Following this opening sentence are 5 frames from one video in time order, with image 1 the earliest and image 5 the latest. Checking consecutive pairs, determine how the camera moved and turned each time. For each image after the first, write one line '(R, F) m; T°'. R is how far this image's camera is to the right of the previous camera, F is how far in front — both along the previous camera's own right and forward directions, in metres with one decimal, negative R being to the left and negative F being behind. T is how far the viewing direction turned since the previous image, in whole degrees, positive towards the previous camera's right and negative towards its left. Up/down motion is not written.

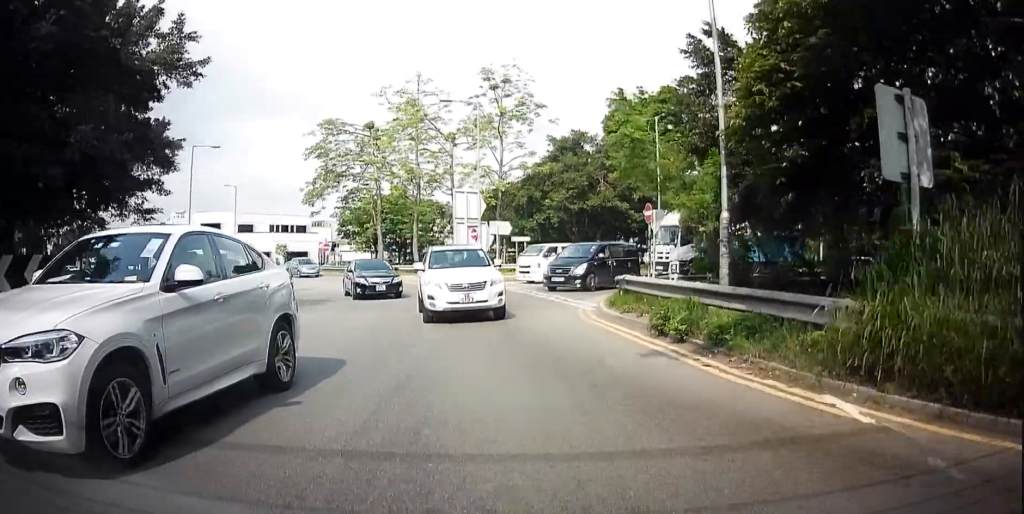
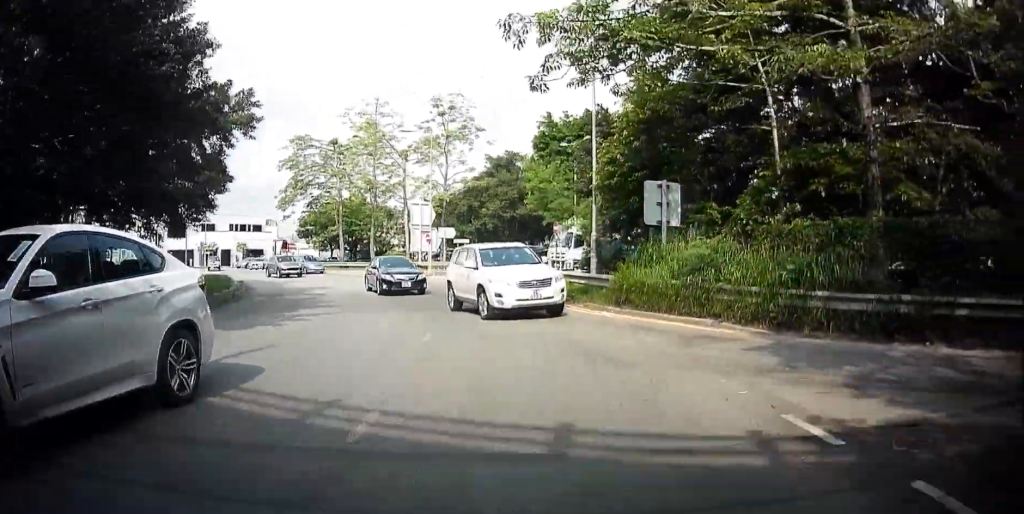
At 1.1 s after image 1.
(-0.2, +9.6) m; 0°
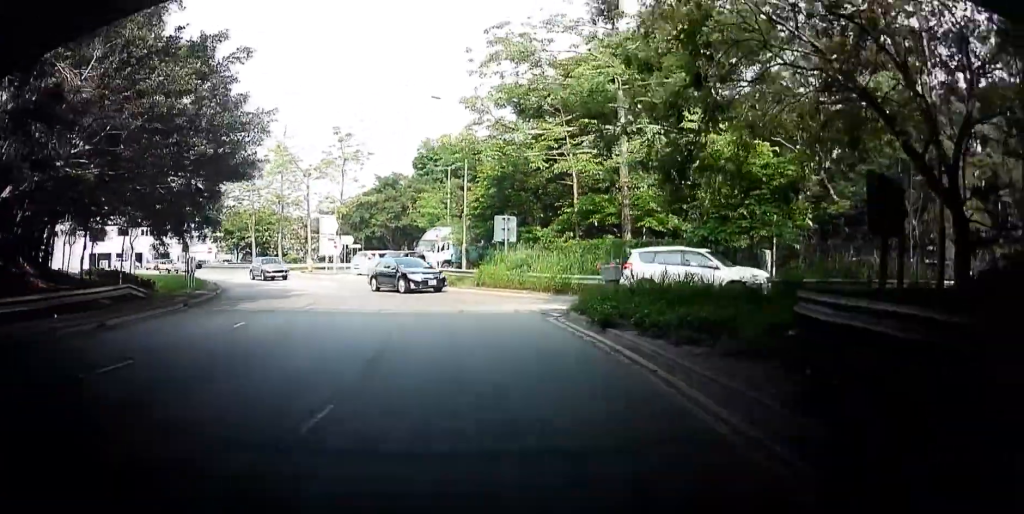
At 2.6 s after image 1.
(+0.7, +12.0) m; +10°
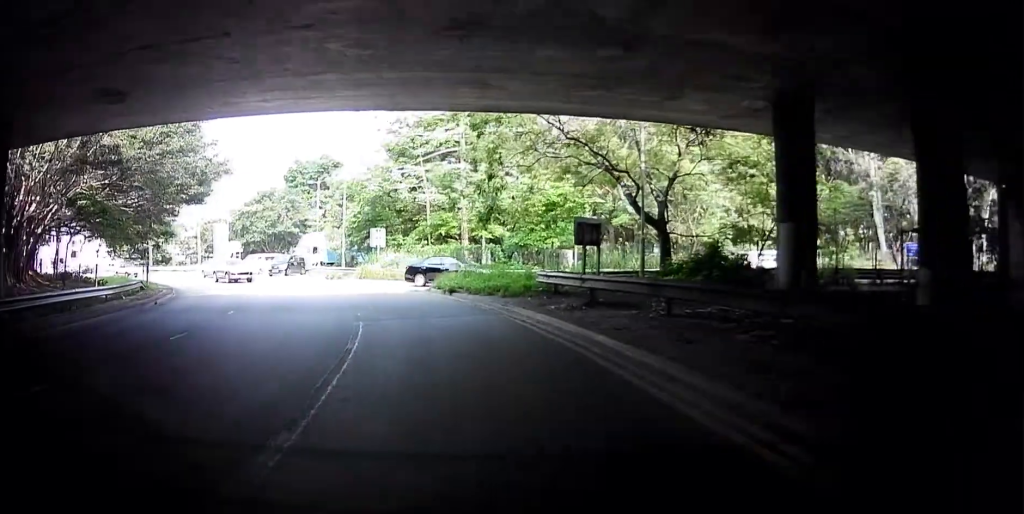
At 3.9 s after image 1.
(+1.7, +11.5) m; +16°
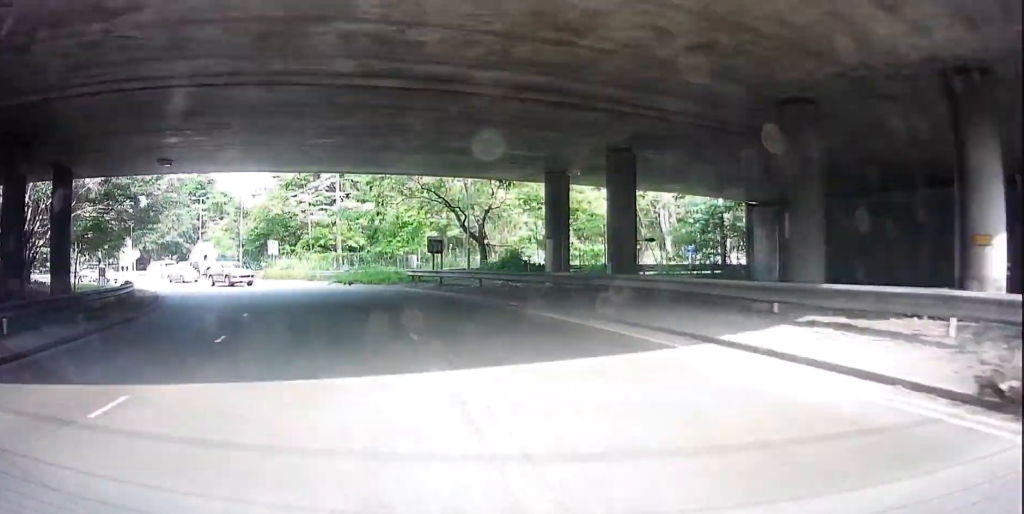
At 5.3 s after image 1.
(+1.7, +14.4) m; +15°
